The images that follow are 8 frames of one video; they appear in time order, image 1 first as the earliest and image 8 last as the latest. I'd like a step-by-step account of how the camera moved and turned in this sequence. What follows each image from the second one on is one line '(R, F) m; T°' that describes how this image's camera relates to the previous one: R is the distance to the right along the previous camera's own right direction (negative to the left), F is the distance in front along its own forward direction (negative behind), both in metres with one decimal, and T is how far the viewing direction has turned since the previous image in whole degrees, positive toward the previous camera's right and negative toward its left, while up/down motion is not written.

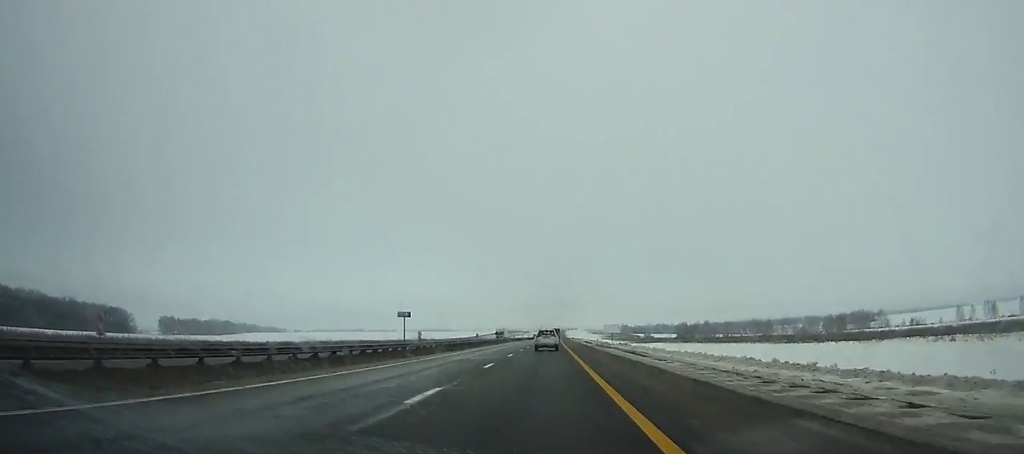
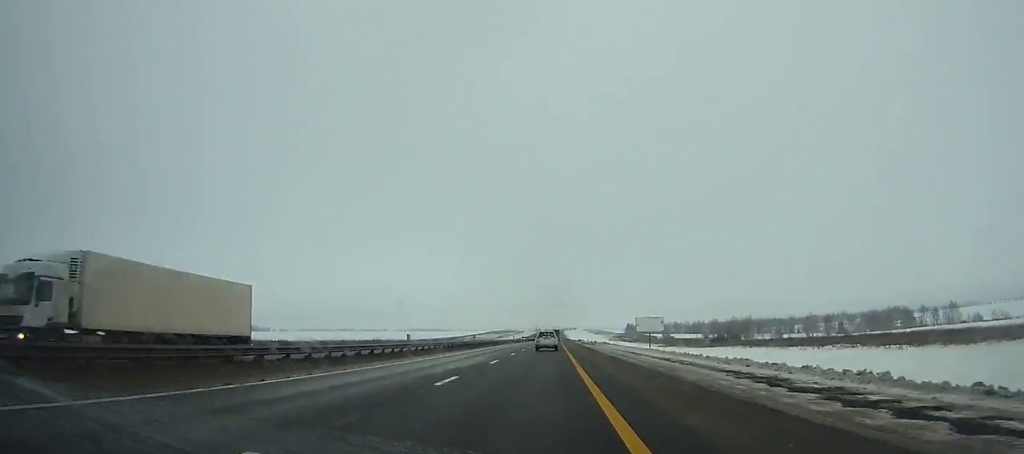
(+0.3, +91.0) m; 0°
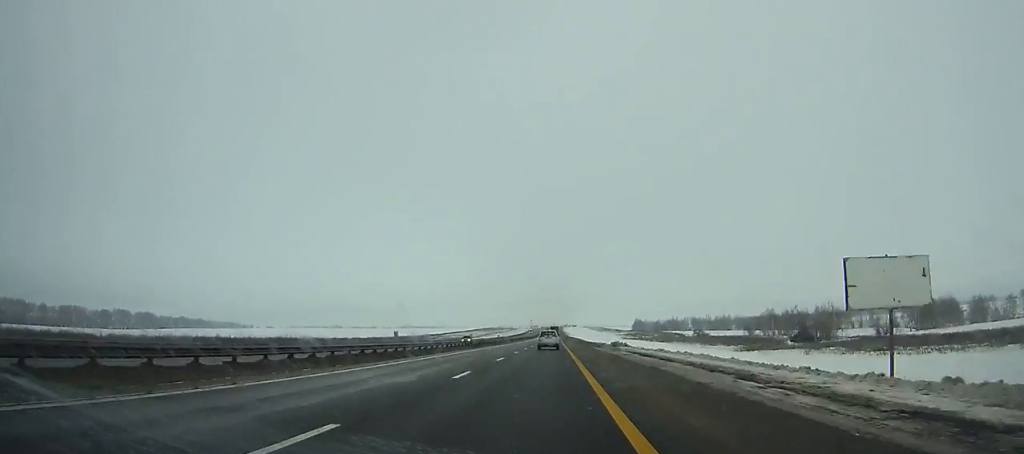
(+0.3, +92.8) m; 0°
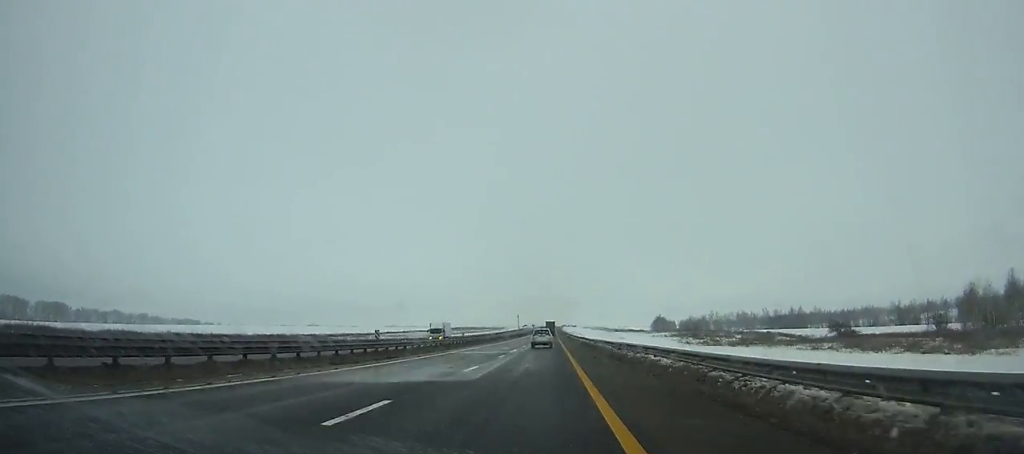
(+0.4, +152.0) m; 0°
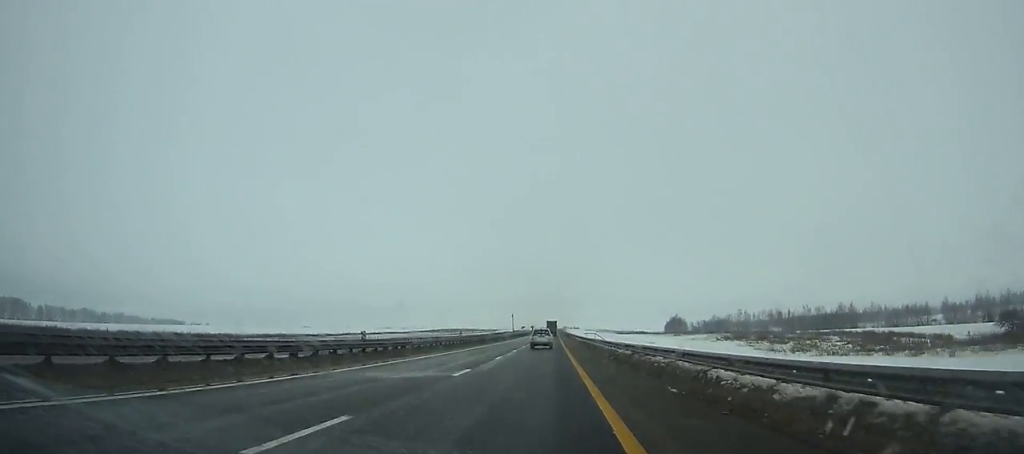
(-0.1, +60.4) m; 0°
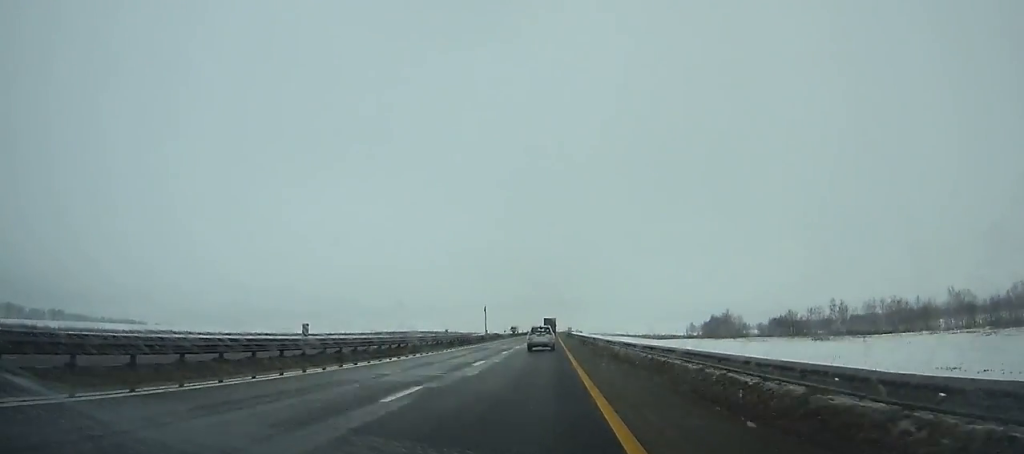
(0.0, +121.7) m; 0°
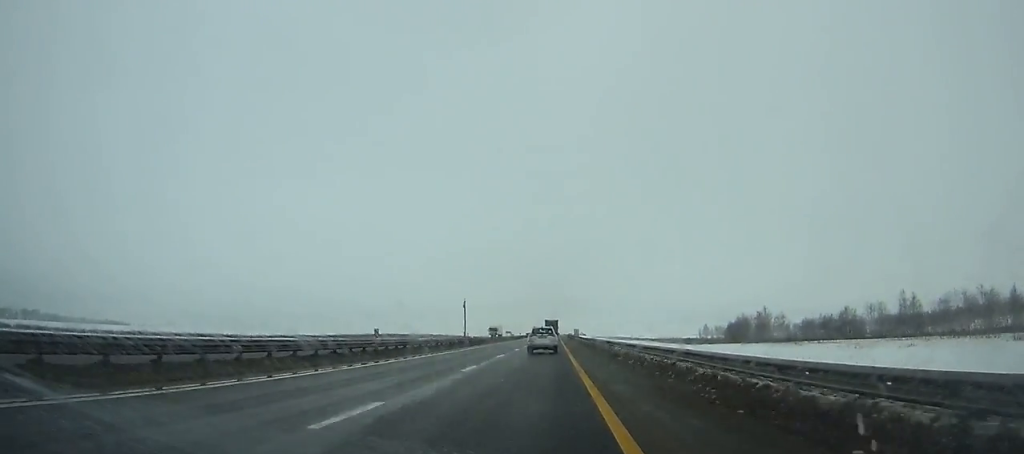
(0.0, +49.6) m; 0°
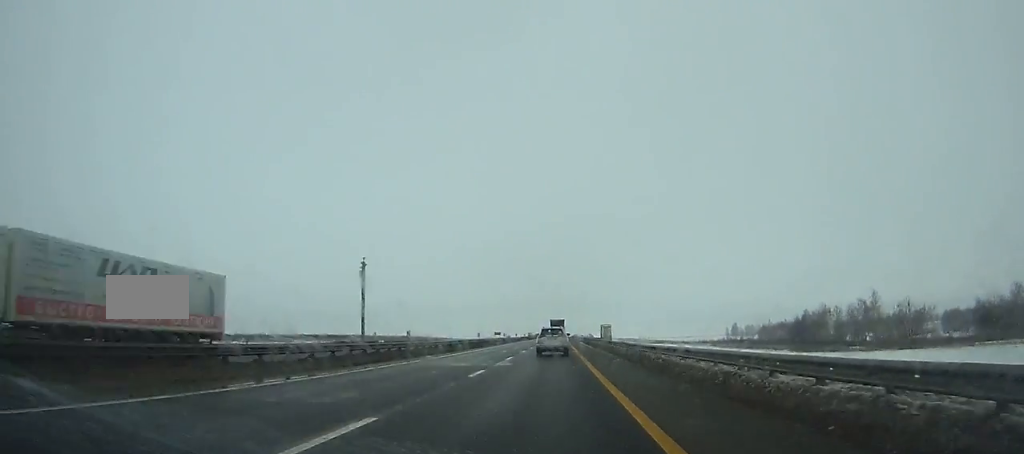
(-0.1, +85.6) m; 0°
